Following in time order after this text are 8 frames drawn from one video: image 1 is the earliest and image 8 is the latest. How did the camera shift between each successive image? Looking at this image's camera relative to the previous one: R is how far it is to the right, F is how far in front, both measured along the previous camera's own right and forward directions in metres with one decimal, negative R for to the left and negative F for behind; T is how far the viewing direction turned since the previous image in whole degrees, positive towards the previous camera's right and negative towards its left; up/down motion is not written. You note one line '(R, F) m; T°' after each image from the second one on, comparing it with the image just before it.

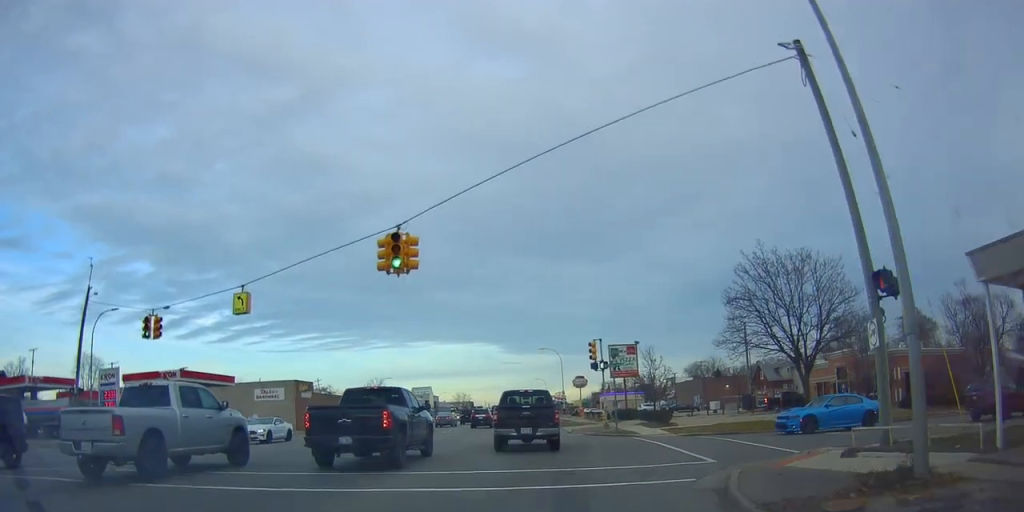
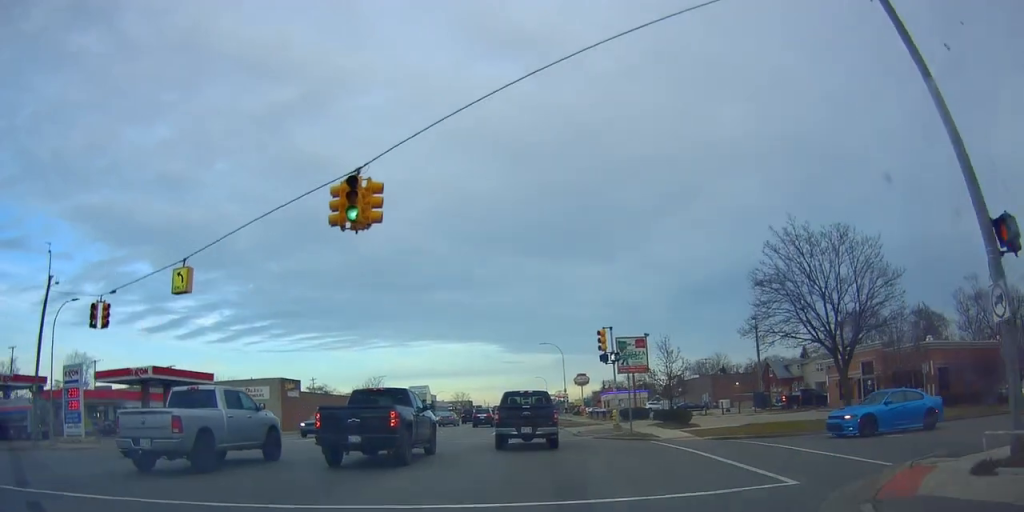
(0.0, +4.1) m; 0°
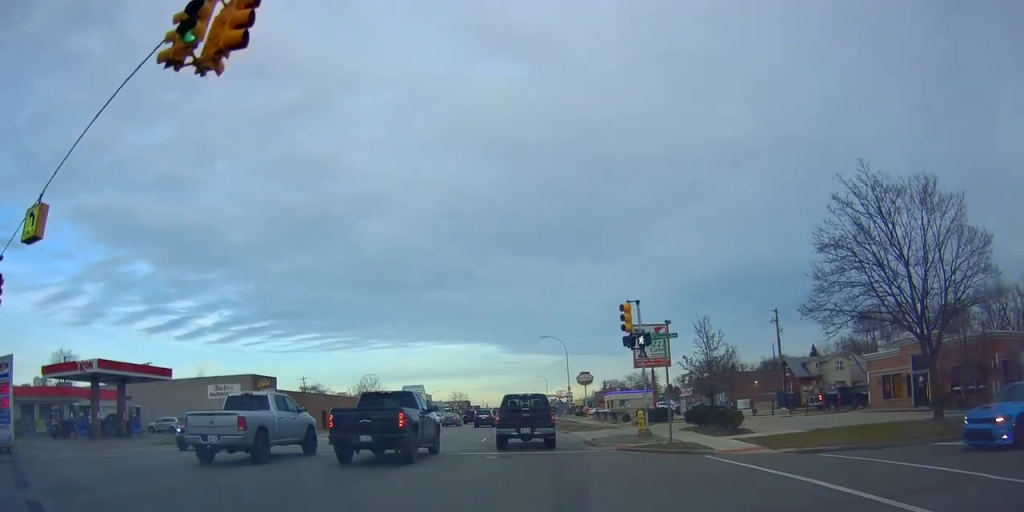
(+0.1, +7.0) m; -2°
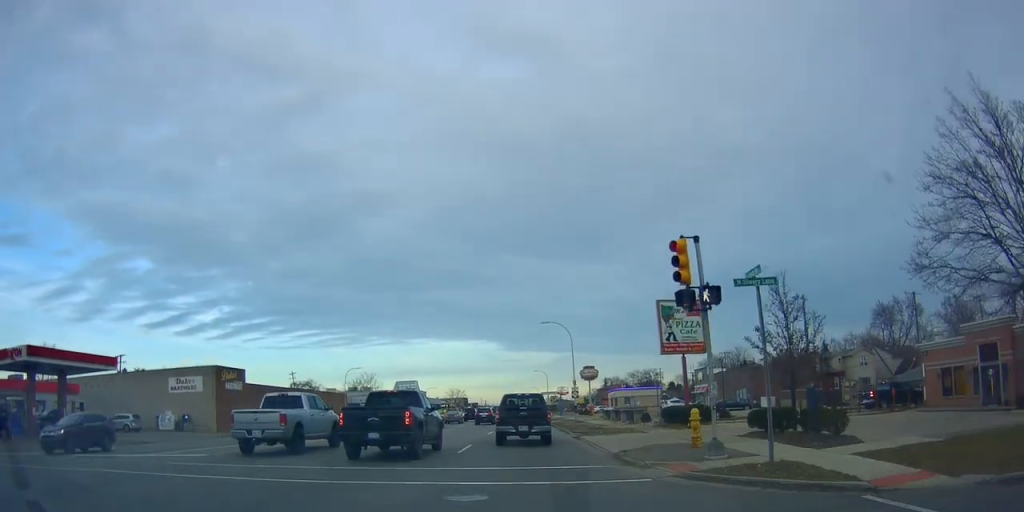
(-0.3, +7.5) m; 0°
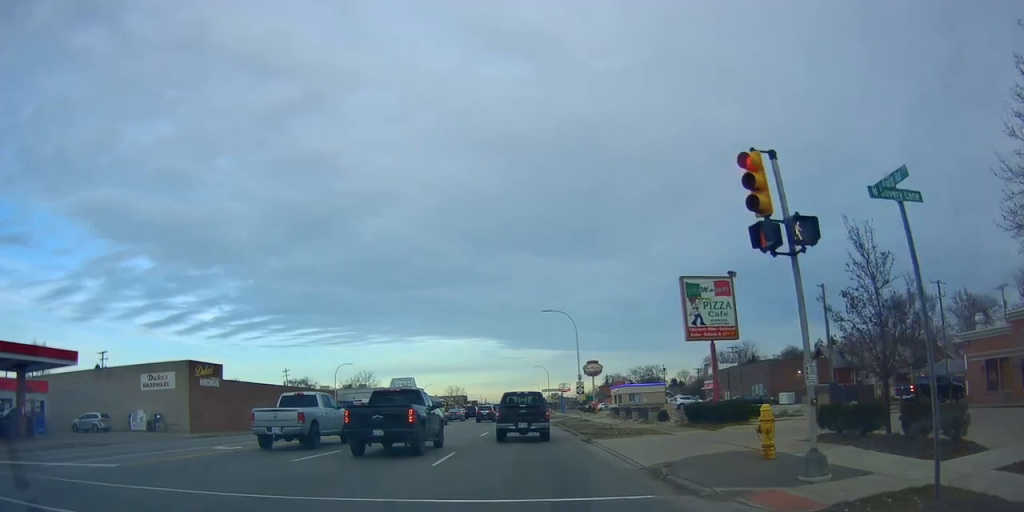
(-0.2, +4.5) m; 0°
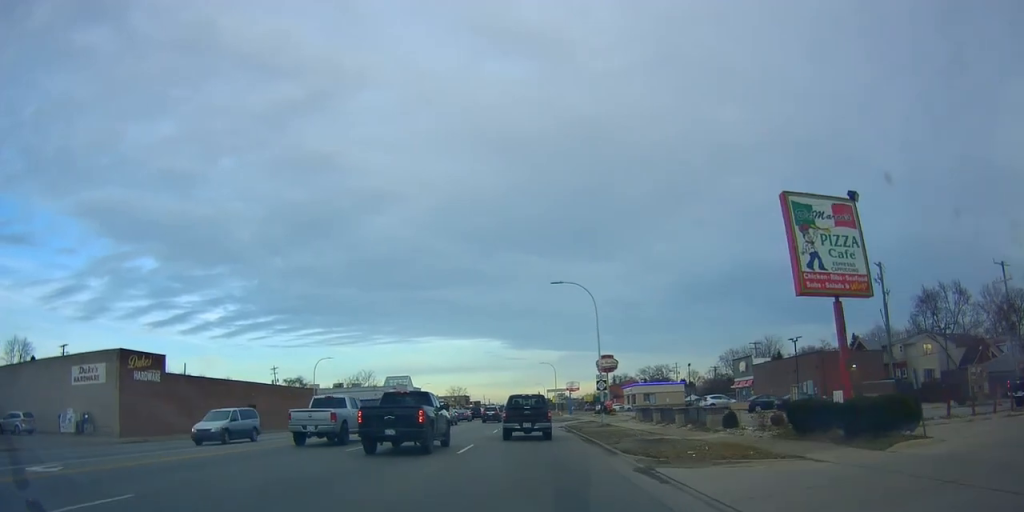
(+0.4, +9.8) m; +3°
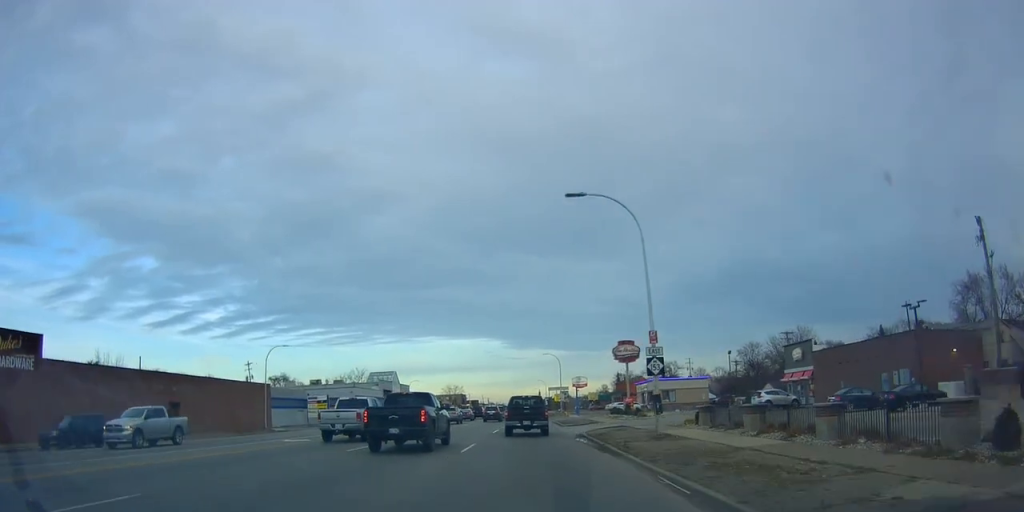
(+0.1, +13.7) m; 0°
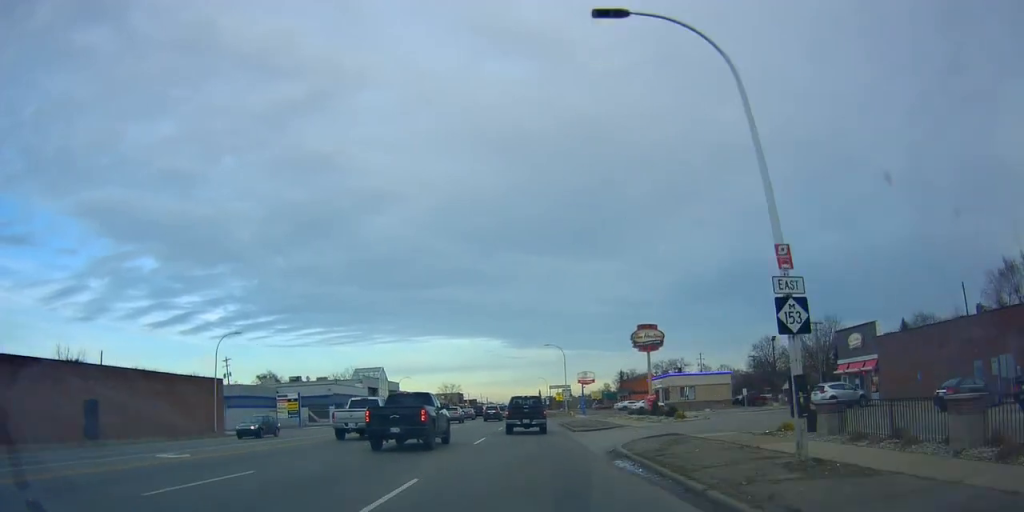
(0.0, +10.2) m; -2°
